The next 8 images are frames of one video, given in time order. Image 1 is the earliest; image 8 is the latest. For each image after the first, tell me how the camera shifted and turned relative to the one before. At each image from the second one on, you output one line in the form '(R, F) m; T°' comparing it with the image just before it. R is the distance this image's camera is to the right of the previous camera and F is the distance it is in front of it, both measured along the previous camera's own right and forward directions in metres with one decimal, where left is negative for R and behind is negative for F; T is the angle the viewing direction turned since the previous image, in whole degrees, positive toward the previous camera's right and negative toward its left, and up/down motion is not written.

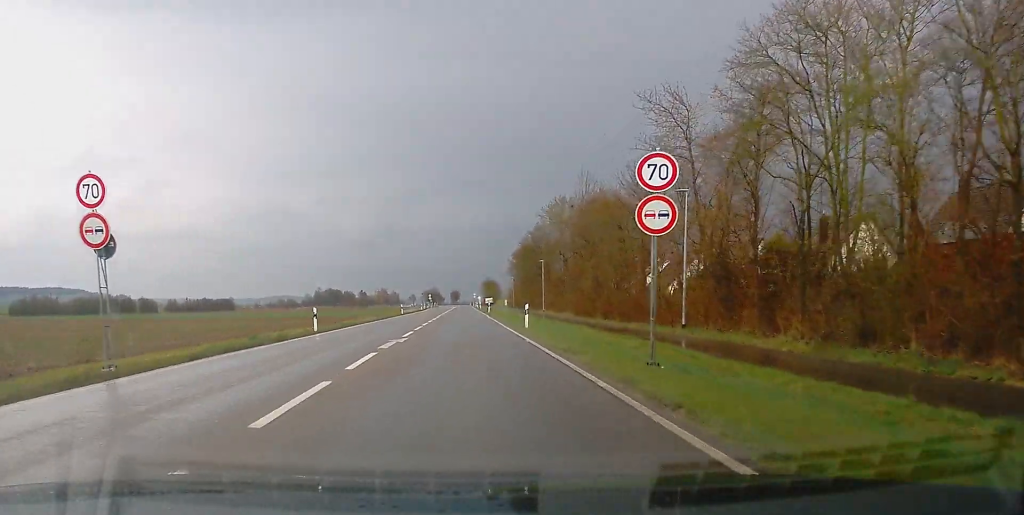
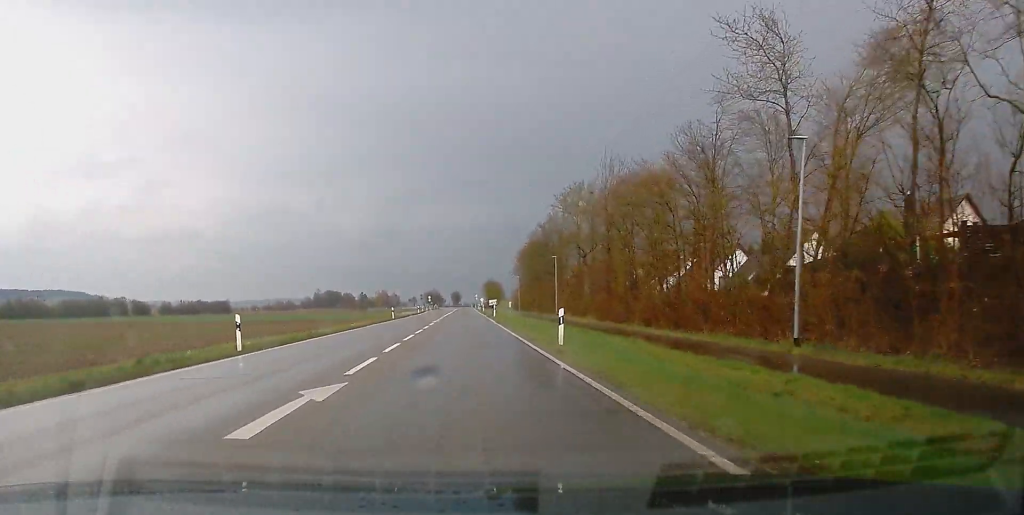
(0.0, +14.1) m; 0°
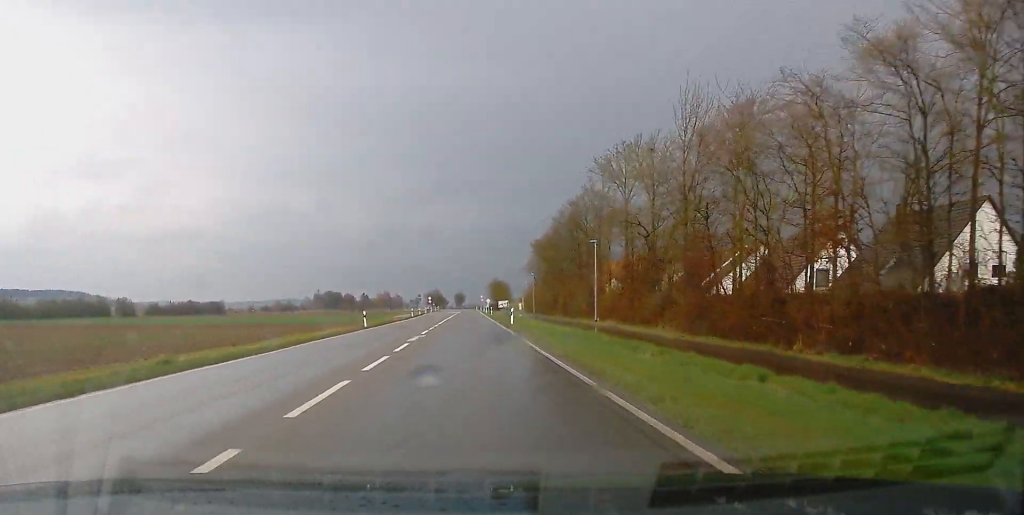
(-0.1, +25.0) m; 0°
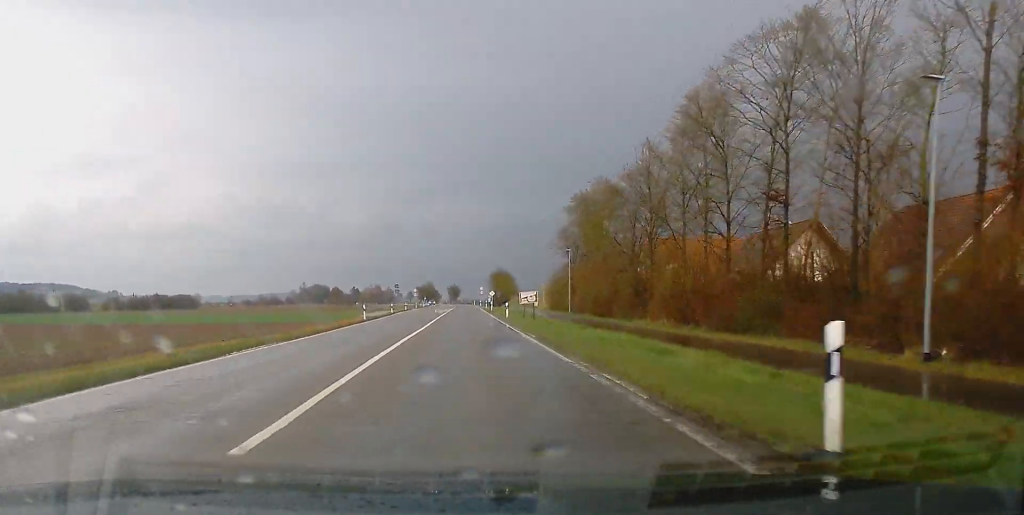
(+0.1, +42.6) m; 0°
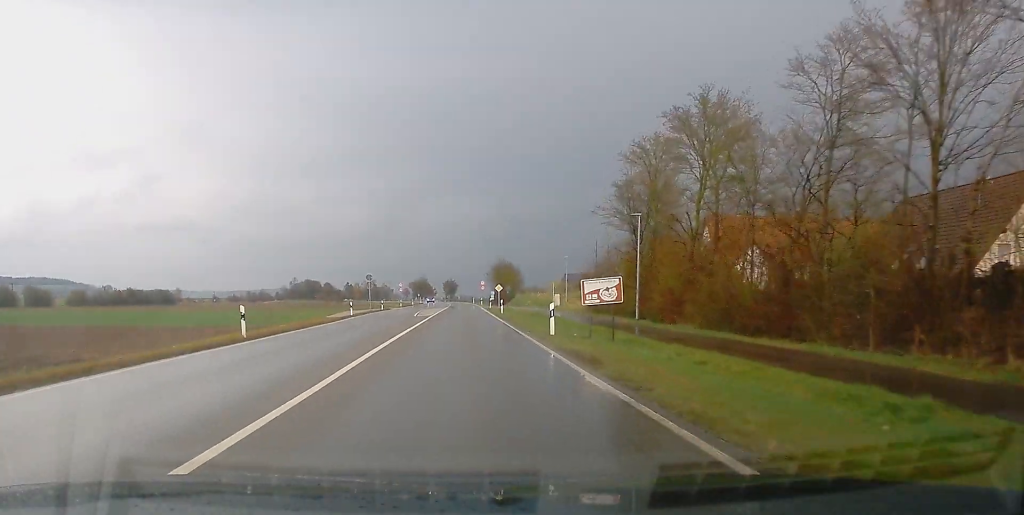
(+0.3, +29.2) m; 0°
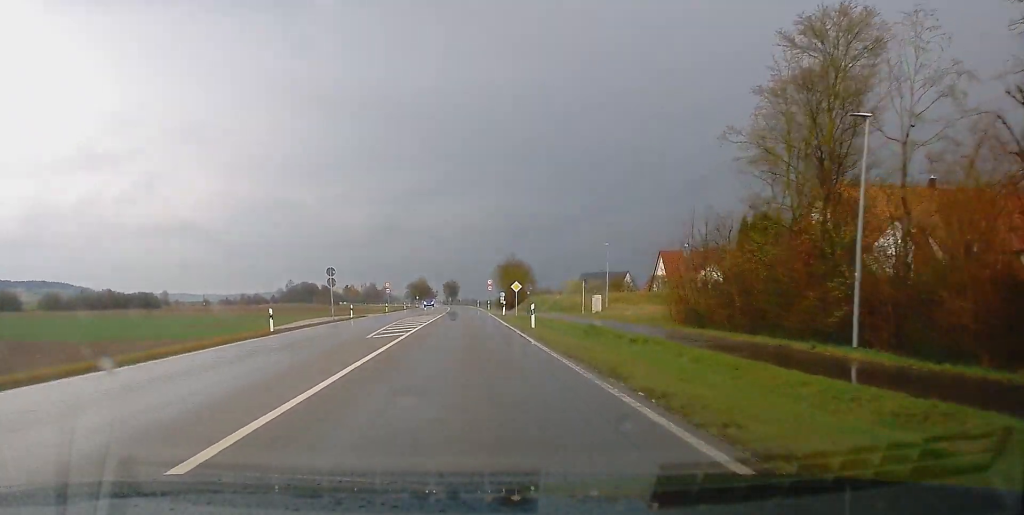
(-0.3, +26.4) m; 0°
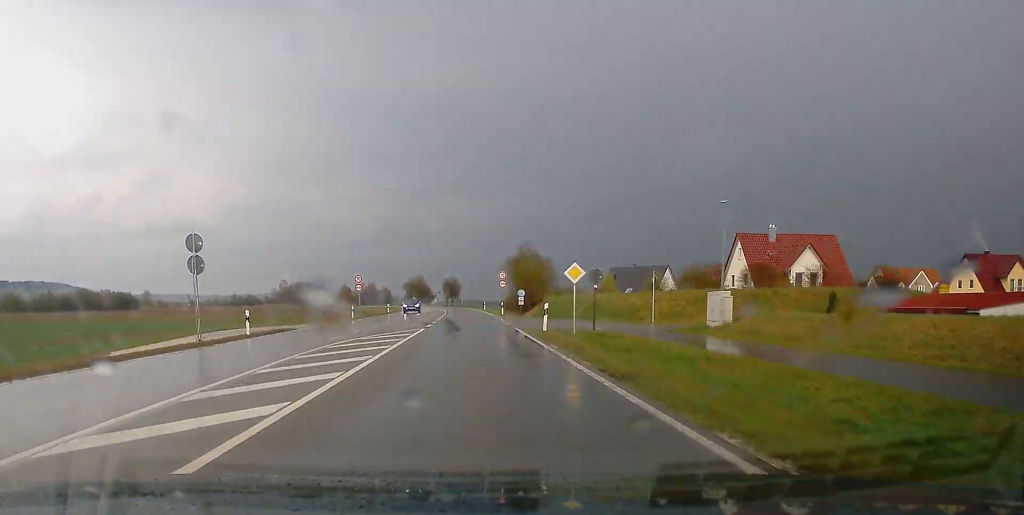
(-0.1, +31.6) m; 0°
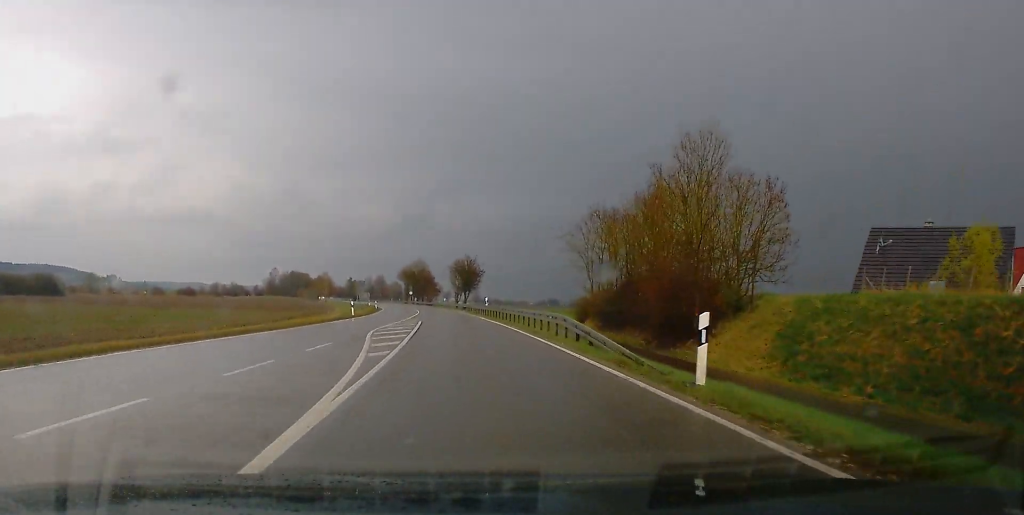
(-0.8, +86.8) m; -2°
